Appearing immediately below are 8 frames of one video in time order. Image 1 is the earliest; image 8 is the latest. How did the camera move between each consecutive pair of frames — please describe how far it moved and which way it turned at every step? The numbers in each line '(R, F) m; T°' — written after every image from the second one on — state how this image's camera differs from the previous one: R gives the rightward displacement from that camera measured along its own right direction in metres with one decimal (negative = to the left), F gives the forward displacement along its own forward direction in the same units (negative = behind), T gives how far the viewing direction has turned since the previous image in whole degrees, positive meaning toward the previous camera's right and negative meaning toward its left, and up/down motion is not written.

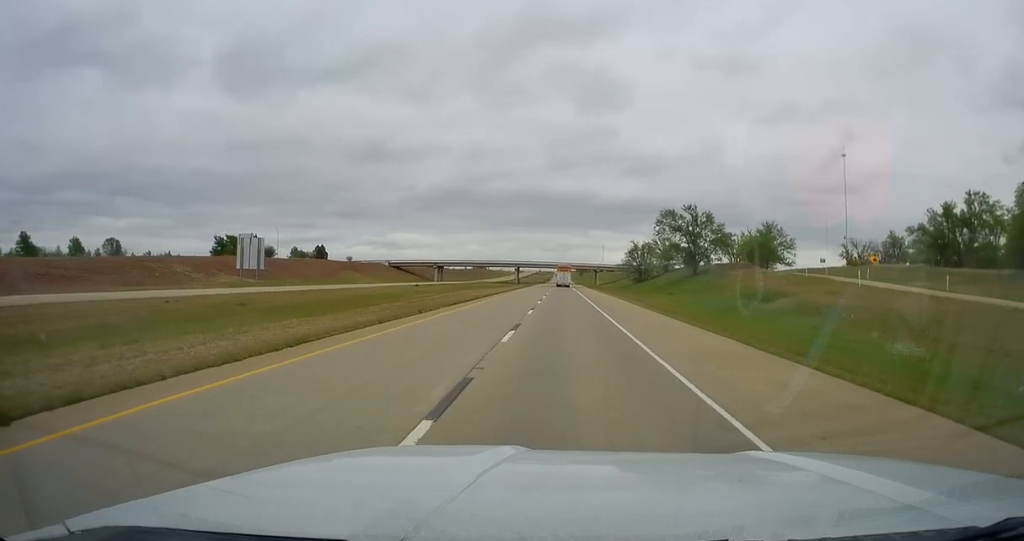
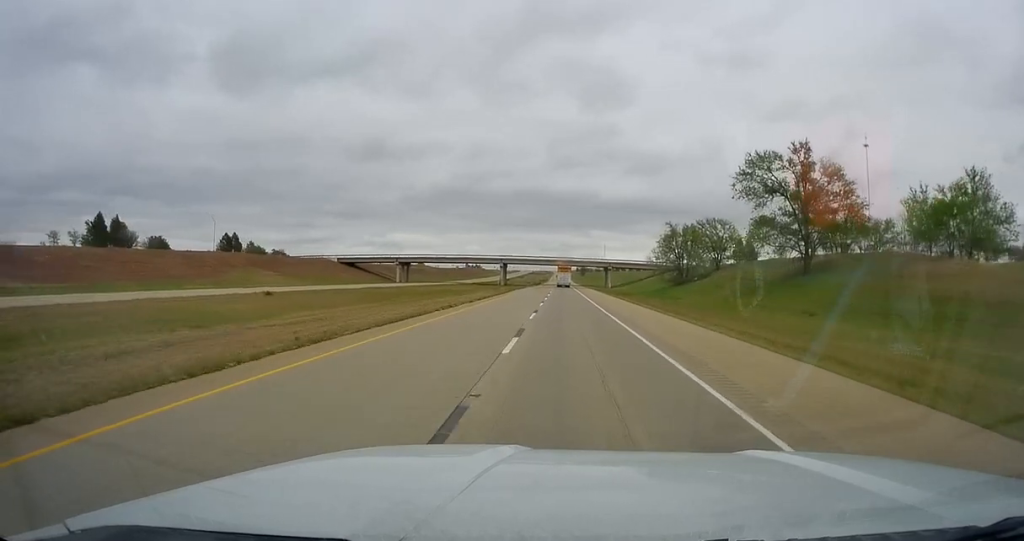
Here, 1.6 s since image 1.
(-0.3, +51.3) m; 0°
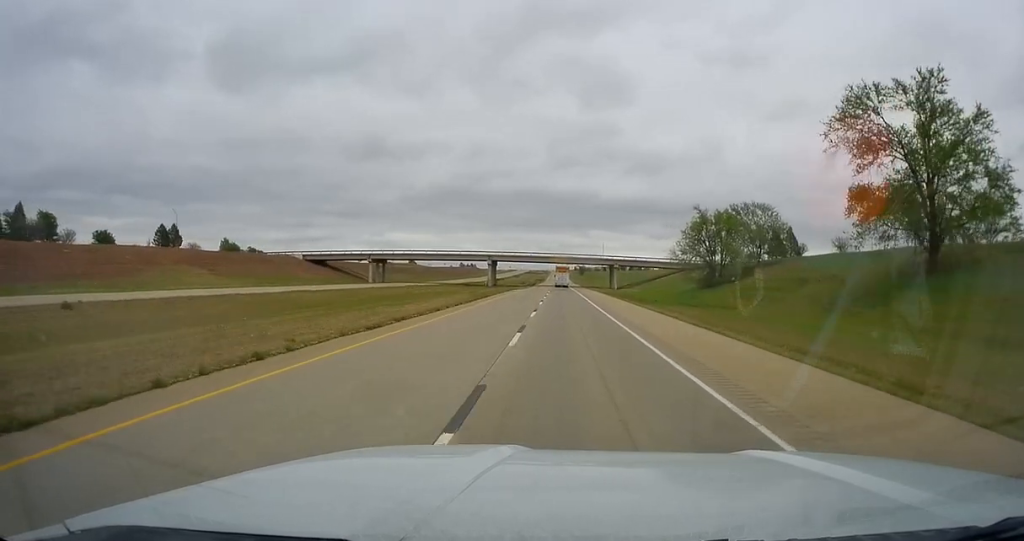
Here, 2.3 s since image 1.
(0.0, +22.5) m; 0°
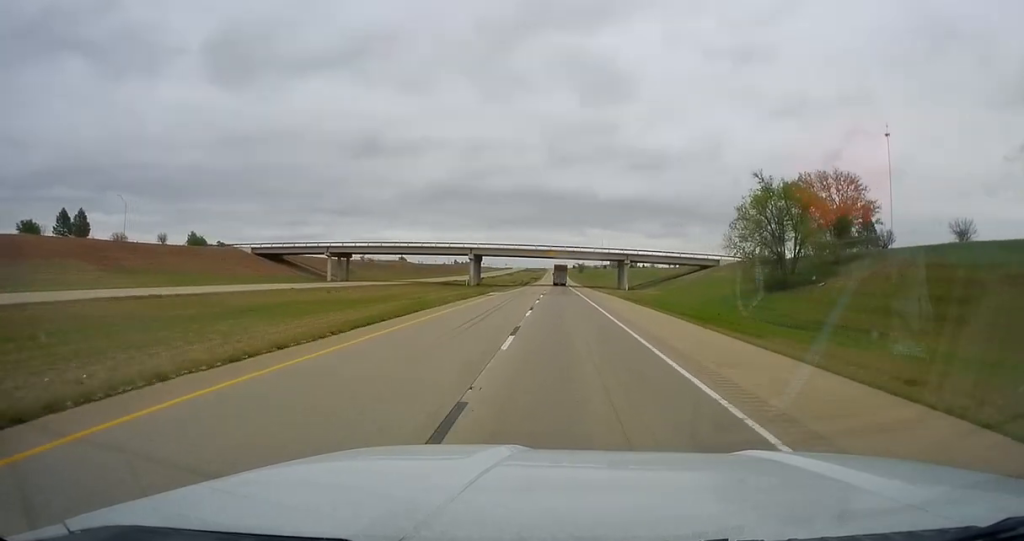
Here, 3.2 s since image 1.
(-0.1, +25.6) m; 0°
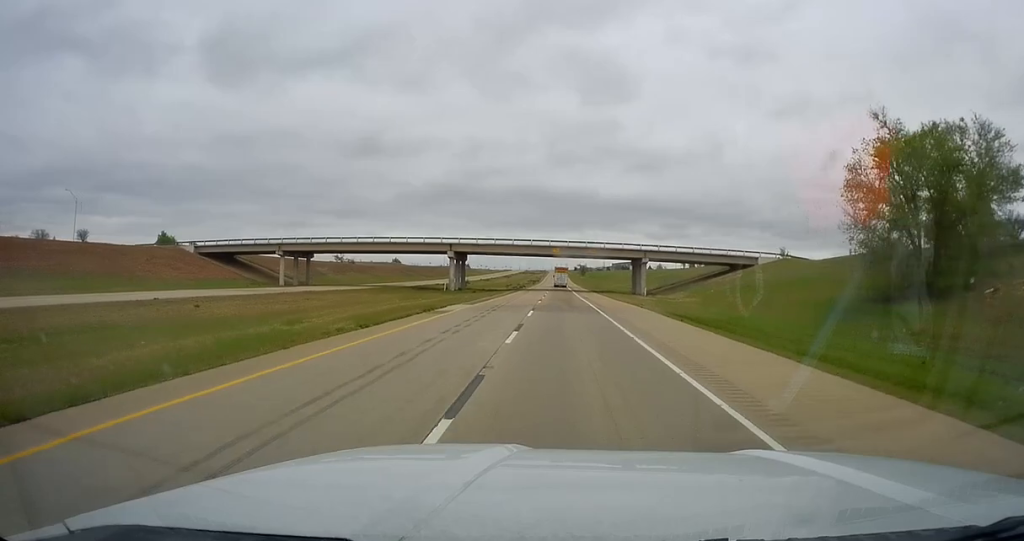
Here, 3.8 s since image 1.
(+0.1, +22.0) m; 0°
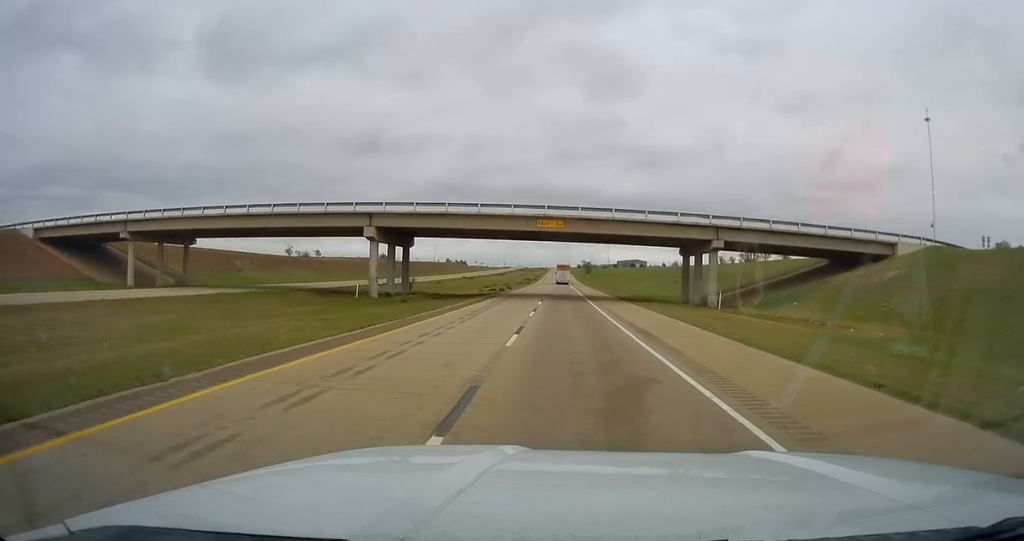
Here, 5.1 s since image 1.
(+0.2, +39.8) m; 0°
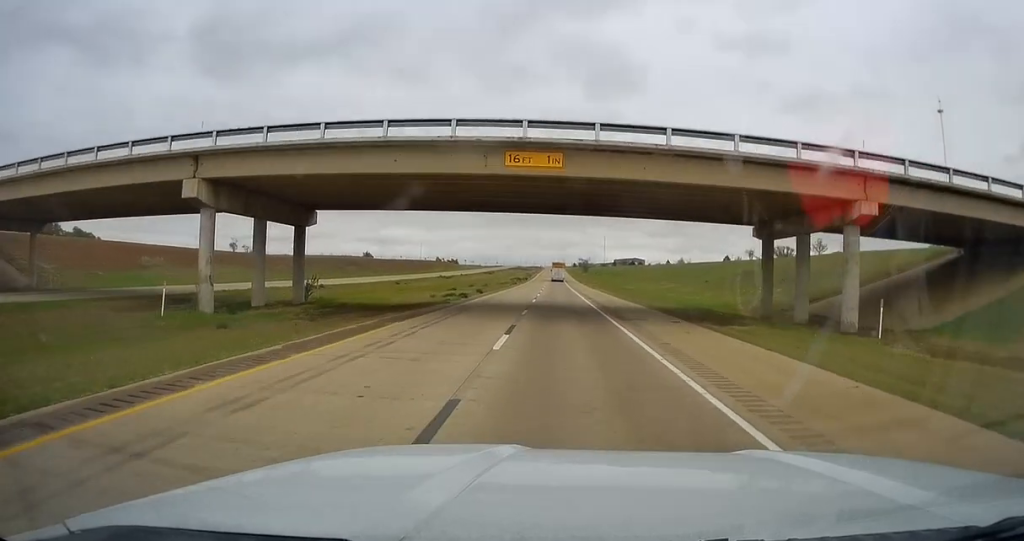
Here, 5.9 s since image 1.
(0.0, +25.6) m; -1°
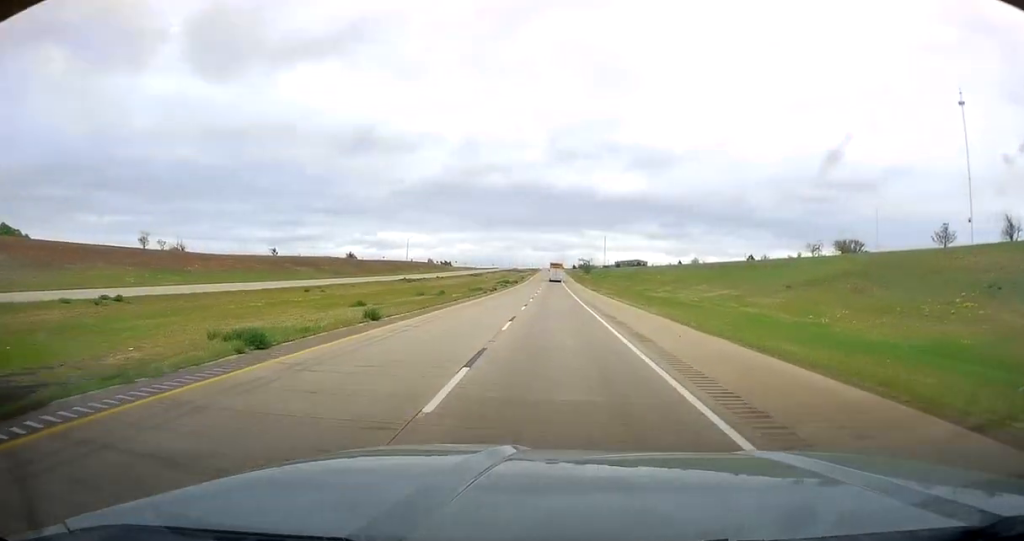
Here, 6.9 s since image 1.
(-0.5, +30.8) m; 0°
